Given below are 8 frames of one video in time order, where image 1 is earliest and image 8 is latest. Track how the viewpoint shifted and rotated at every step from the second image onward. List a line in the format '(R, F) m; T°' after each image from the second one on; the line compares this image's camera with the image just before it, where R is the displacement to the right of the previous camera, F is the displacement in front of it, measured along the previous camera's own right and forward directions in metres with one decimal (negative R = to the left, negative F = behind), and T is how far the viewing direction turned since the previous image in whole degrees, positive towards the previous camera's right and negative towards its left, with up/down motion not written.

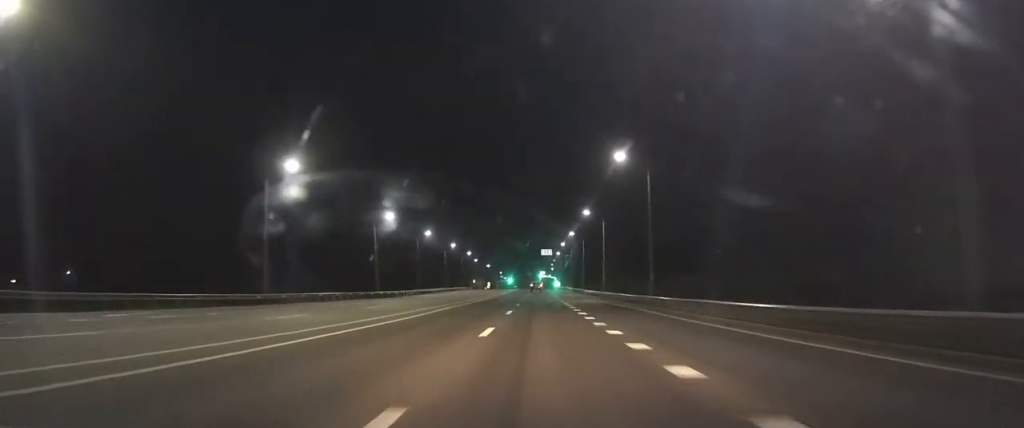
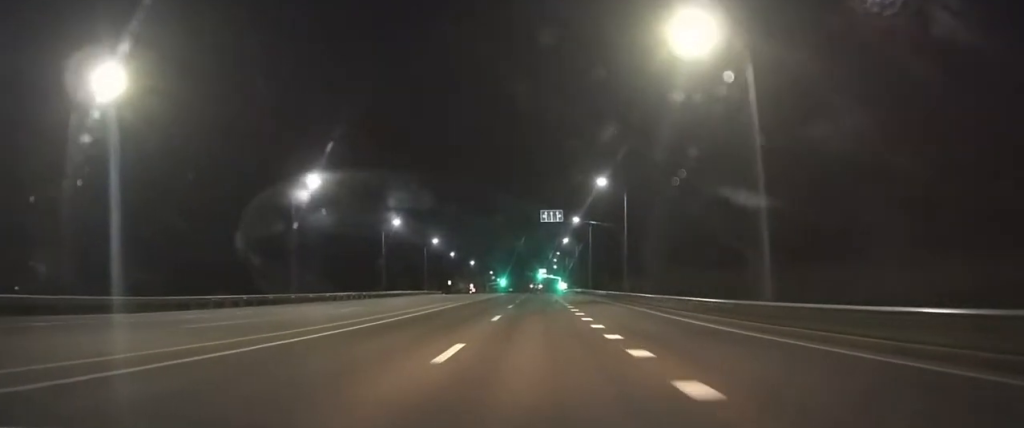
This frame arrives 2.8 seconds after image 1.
(+0.1, +53.6) m; 0°
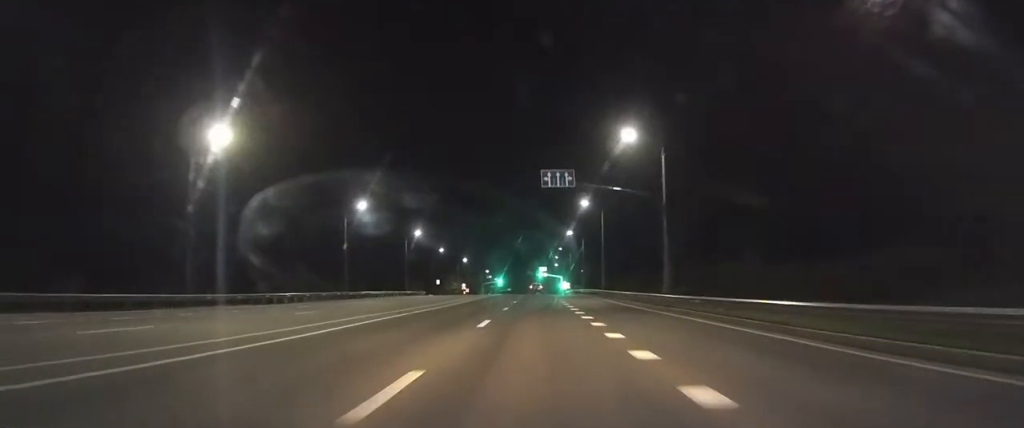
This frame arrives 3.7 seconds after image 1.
(-0.1, +16.8) m; -1°
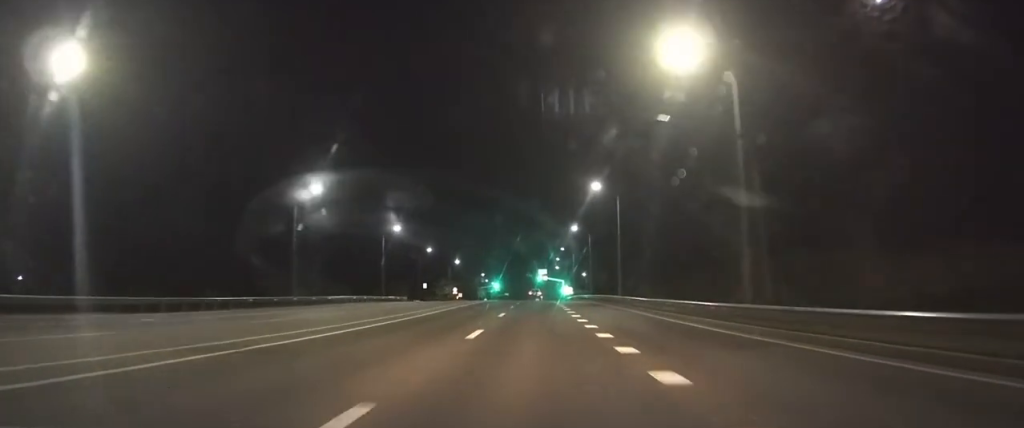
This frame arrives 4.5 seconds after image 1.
(-0.1, +14.6) m; 0°
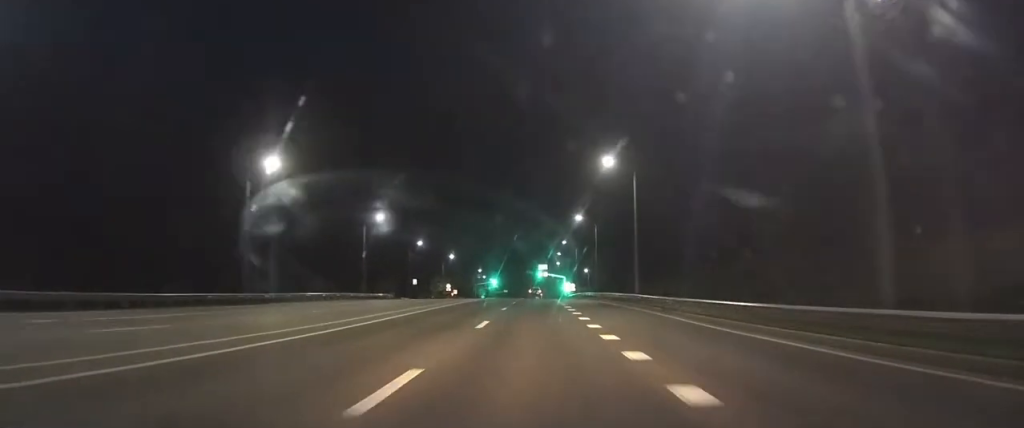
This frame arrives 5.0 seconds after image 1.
(0.0, +9.7) m; 0°
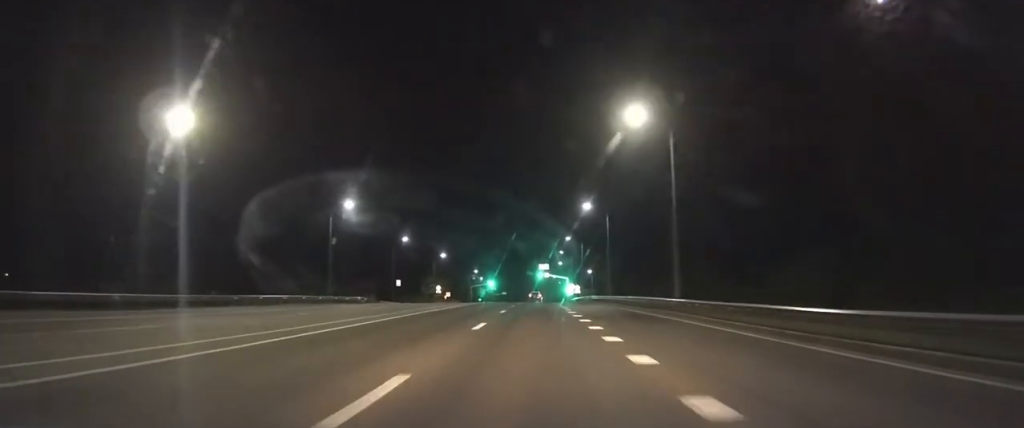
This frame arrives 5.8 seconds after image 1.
(+0.1, +13.1) m; 0°
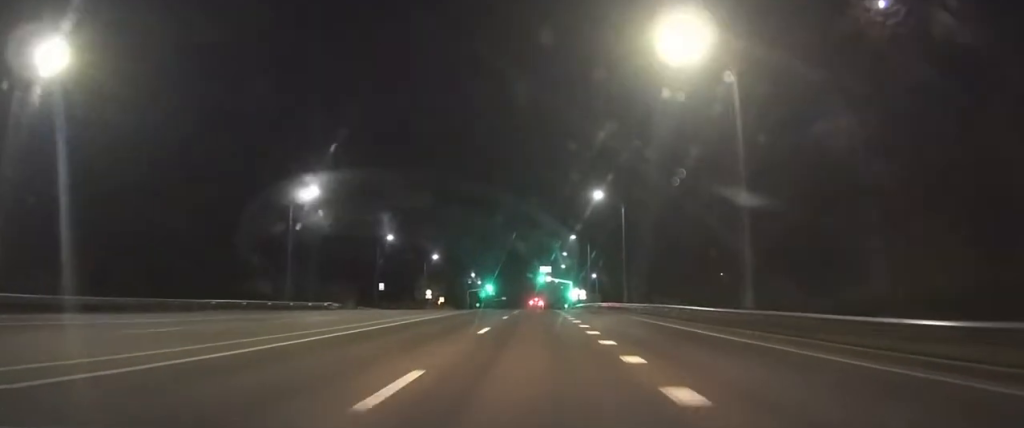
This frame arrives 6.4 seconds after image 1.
(0.0, +11.1) m; 0°
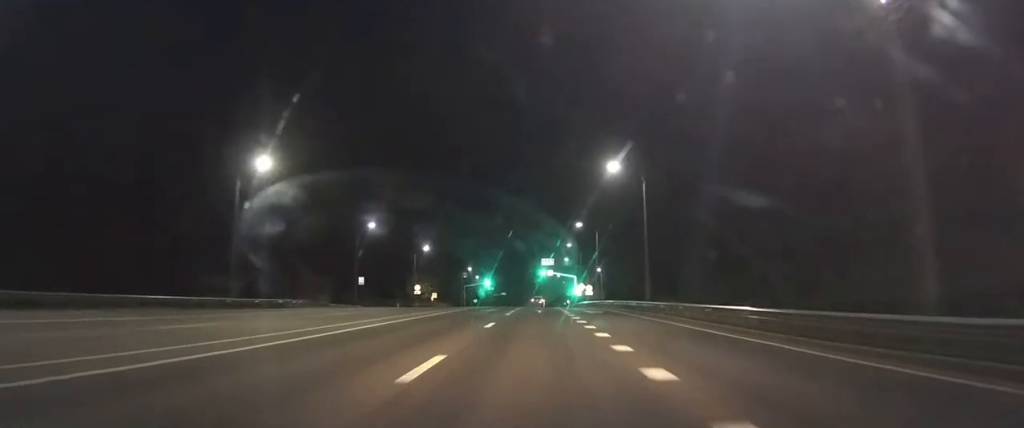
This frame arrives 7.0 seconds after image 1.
(0.0, +10.5) m; 0°
